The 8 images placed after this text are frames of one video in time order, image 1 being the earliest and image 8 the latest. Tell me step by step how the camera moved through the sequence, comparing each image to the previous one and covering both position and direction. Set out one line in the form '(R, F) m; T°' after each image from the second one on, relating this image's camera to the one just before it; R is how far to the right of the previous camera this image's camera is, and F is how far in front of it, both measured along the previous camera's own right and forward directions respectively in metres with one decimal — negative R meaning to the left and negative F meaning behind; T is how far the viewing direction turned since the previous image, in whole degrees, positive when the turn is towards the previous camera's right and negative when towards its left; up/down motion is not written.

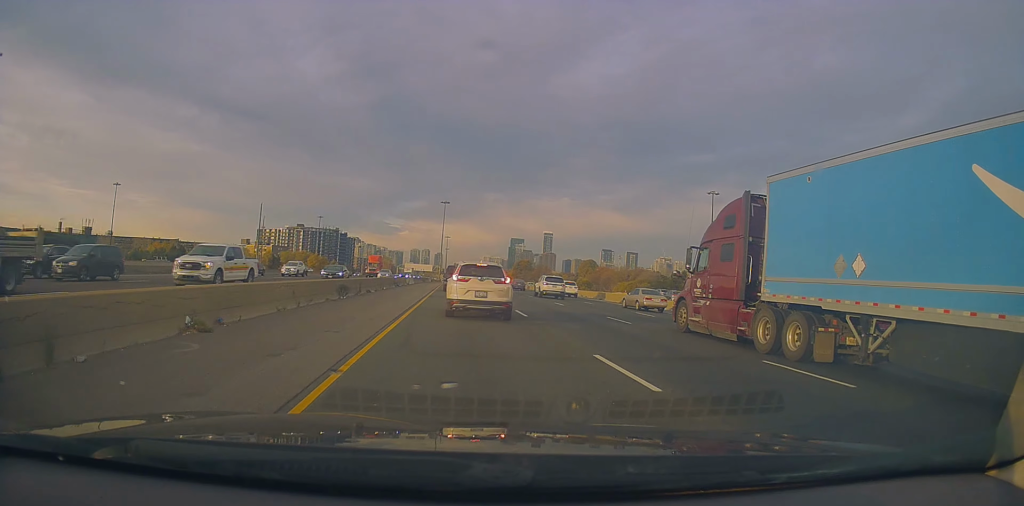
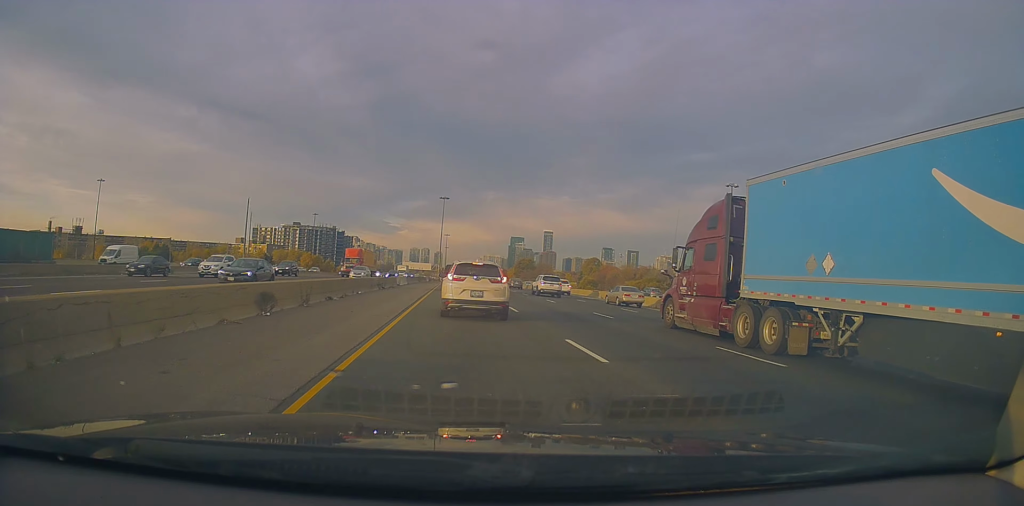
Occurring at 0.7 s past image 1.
(+0.3, +9.8) m; -1°
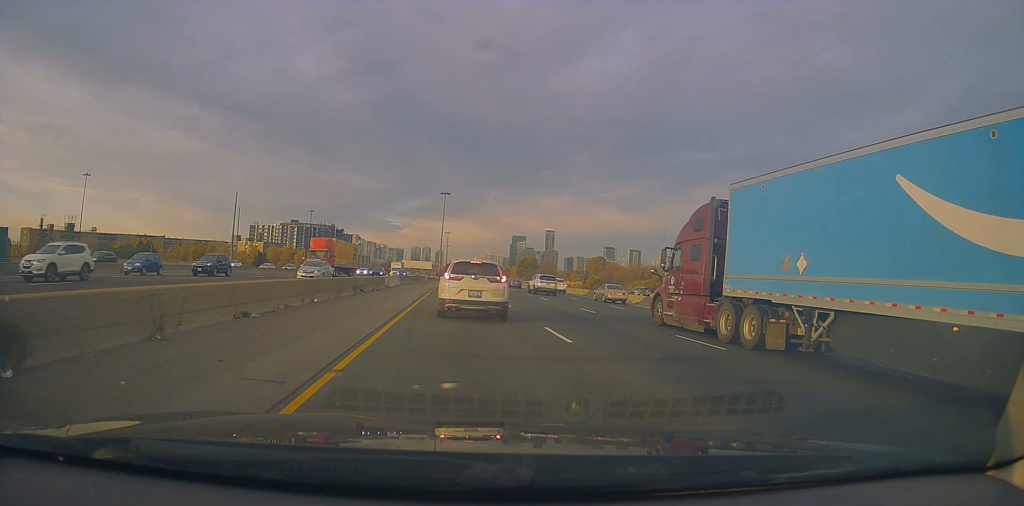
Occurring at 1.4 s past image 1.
(-0.5, +9.4) m; -1°
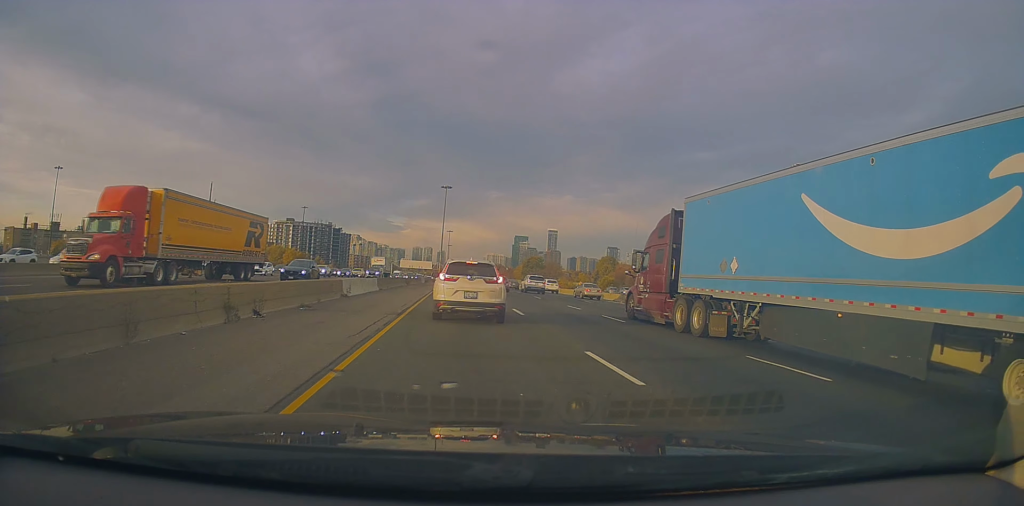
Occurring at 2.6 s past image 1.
(+0.3, +17.2) m; +1°
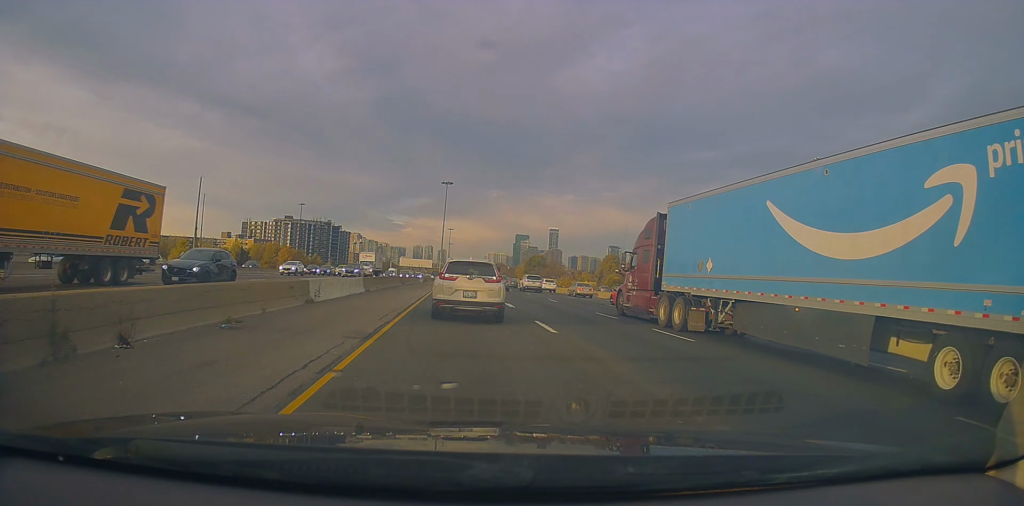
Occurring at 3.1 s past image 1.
(-0.1, +6.5) m; -2°
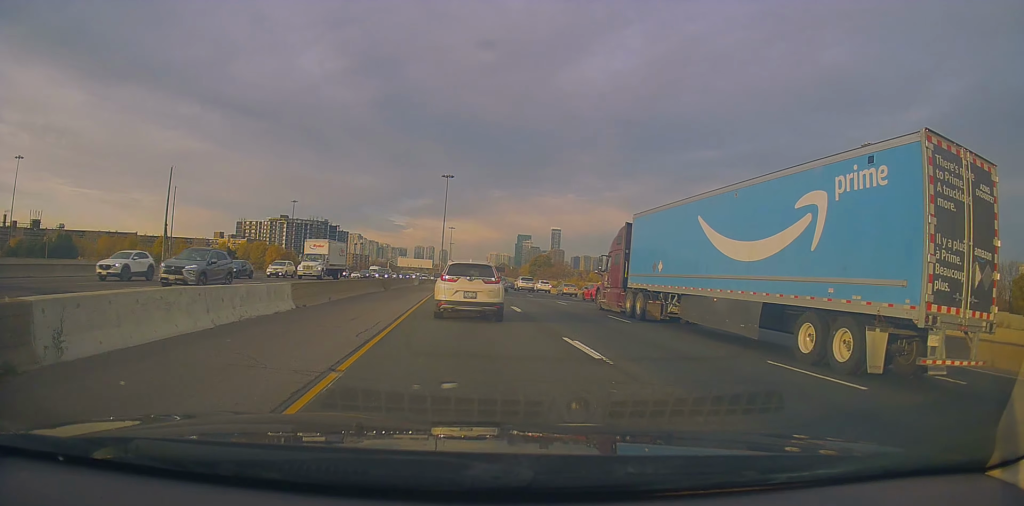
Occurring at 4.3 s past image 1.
(-0.6, +14.2) m; -2°
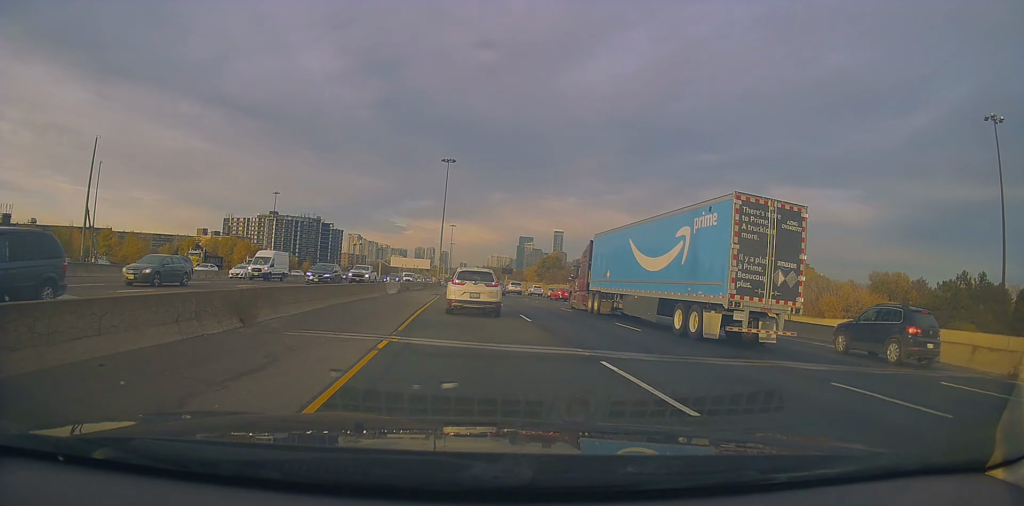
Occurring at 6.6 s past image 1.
(+0.6, +25.8) m; +4°
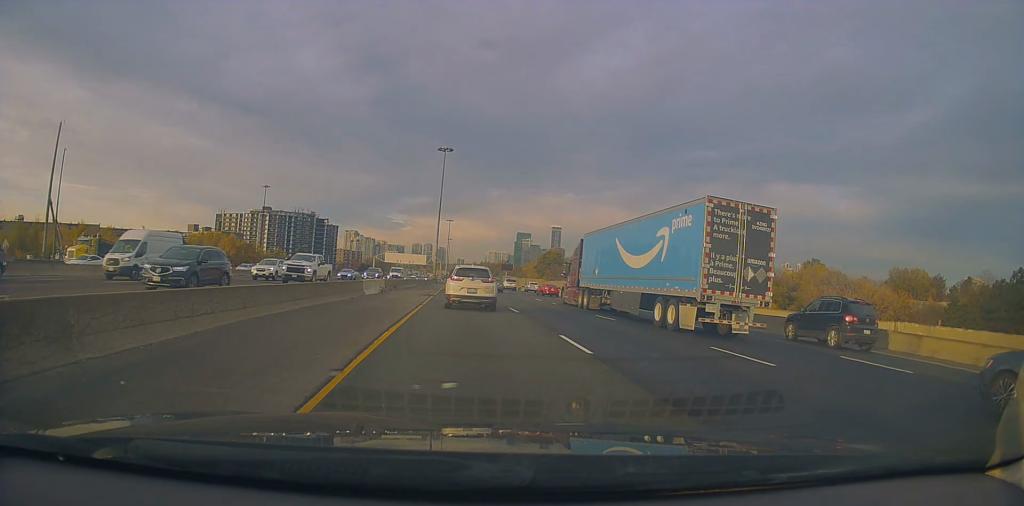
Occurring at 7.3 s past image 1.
(+0.4, +8.2) m; -3°
